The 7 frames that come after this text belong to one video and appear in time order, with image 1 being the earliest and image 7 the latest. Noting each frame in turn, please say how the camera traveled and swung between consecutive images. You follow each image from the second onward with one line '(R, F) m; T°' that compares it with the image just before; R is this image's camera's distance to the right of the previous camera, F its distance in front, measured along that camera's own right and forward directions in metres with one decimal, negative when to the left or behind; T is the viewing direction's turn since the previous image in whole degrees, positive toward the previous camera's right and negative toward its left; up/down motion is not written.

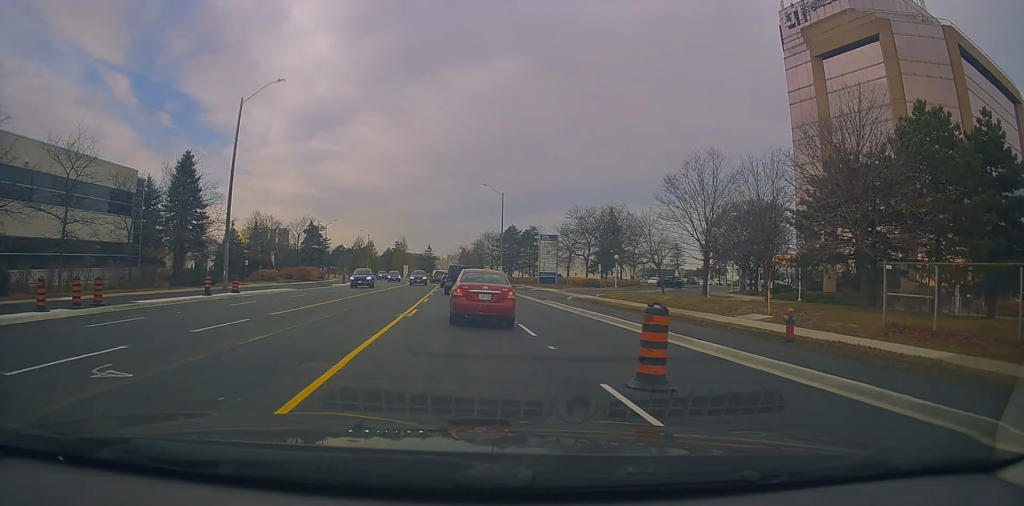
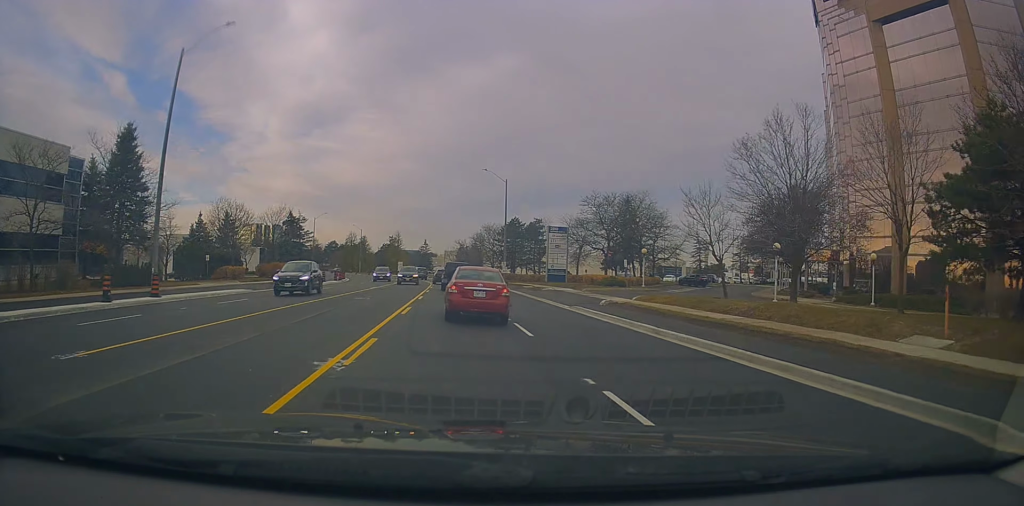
(+0.3, +9.0) m; +4°
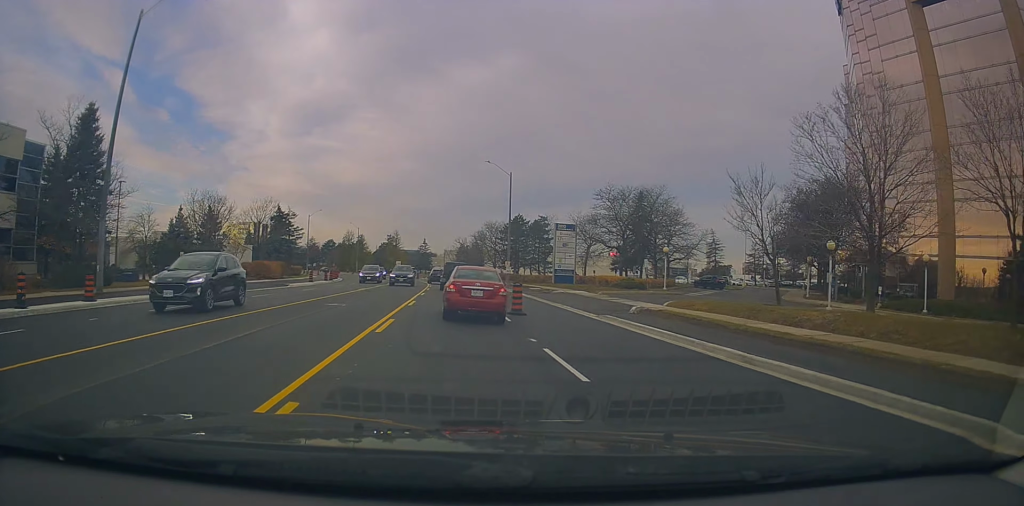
(+0.3, +5.0) m; -1°
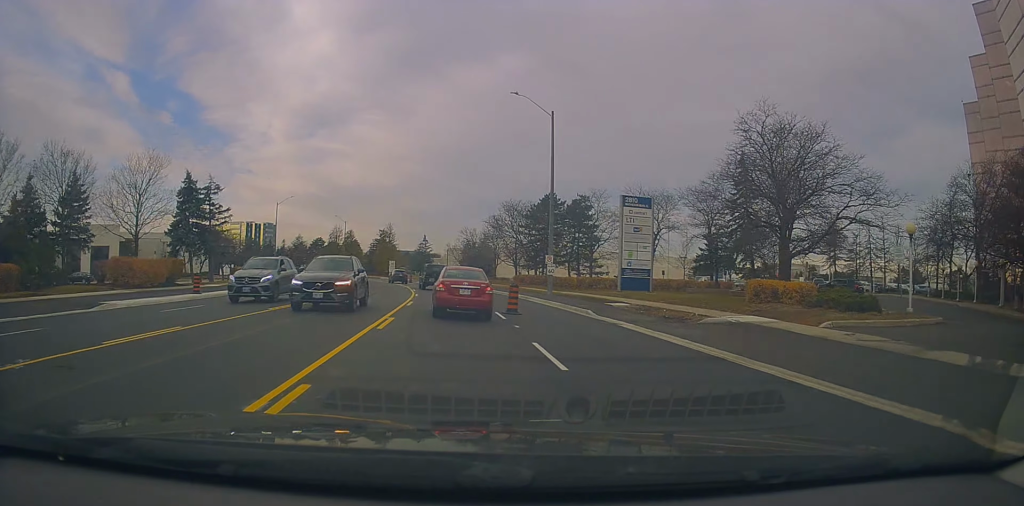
(-1.1, +25.8) m; -3°
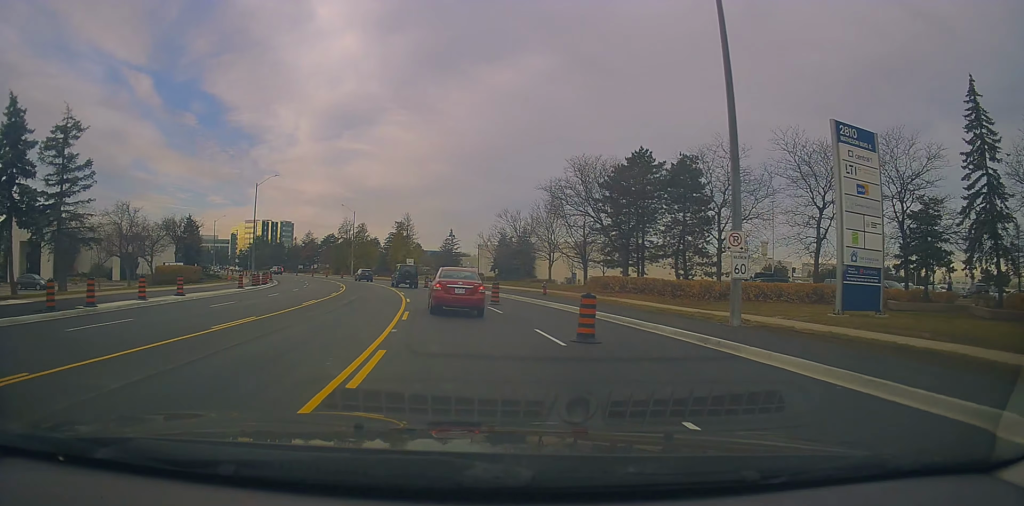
(+0.1, +24.0) m; +1°
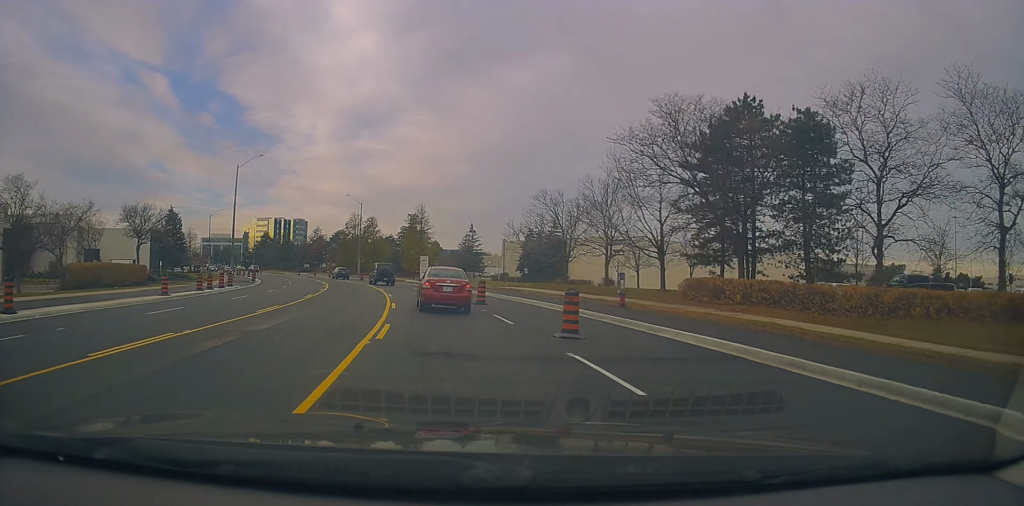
(-0.1, +13.4) m; -3°
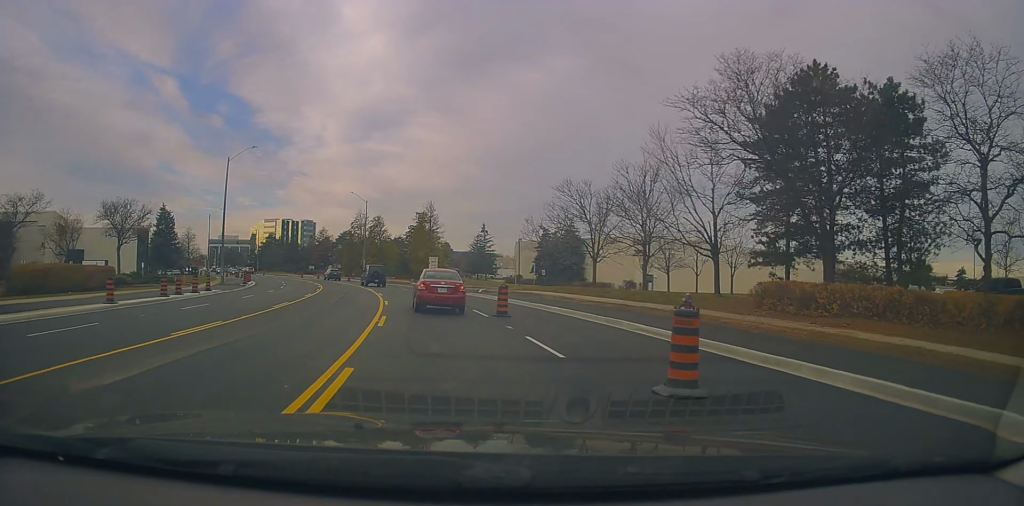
(0.0, +5.8) m; -2°
